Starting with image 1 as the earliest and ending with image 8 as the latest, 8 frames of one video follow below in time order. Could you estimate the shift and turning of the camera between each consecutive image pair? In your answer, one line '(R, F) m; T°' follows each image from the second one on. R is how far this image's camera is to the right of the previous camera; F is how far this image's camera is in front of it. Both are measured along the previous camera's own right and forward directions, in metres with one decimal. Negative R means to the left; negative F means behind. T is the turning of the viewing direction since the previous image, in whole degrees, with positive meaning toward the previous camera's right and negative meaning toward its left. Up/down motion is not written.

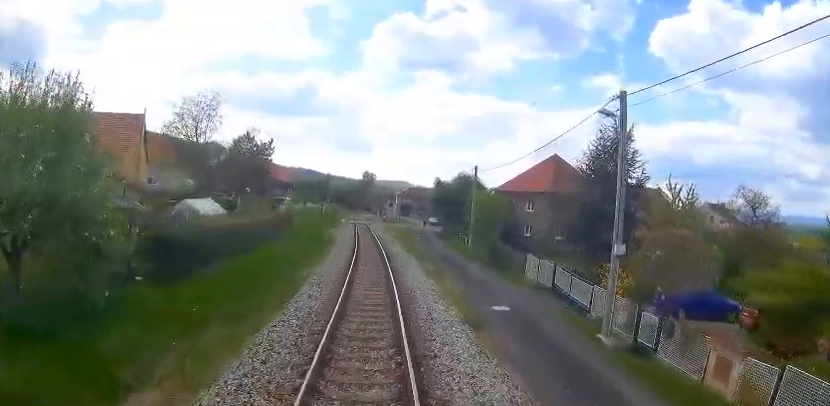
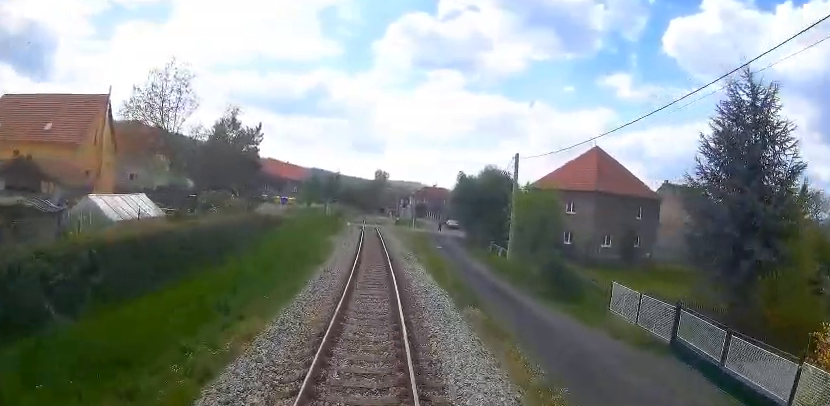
(-0.1, +8.7) m; -3°
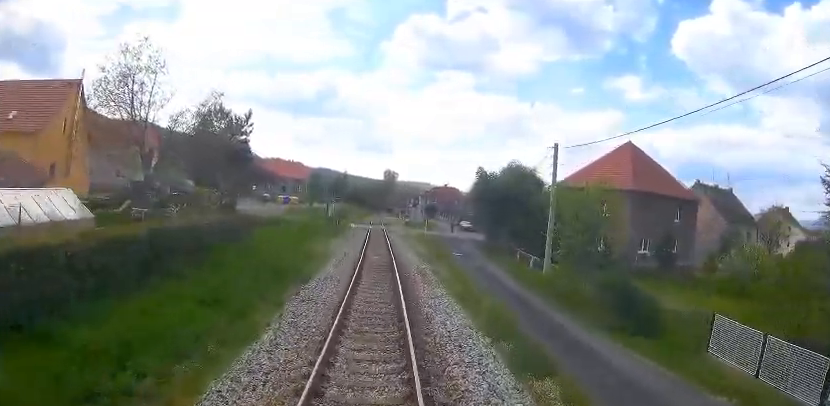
(-0.2, +5.4) m; -1°
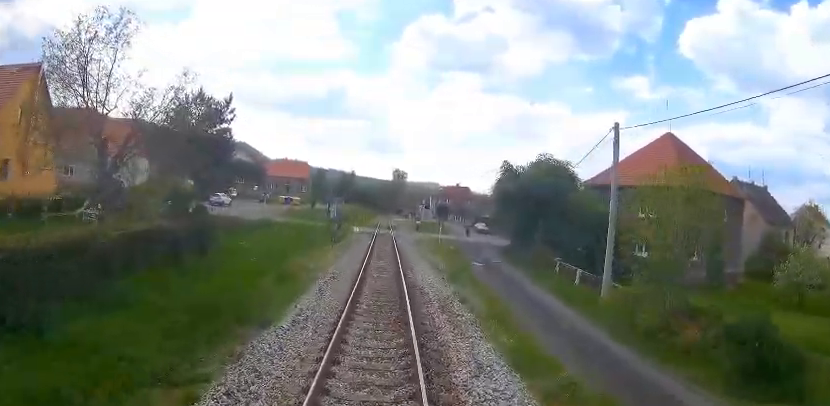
(+0.1, +5.7) m; 0°
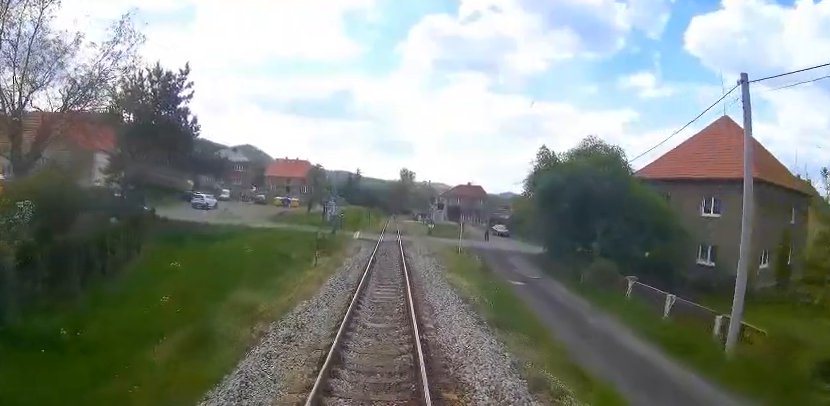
(-0.2, +7.1) m; -1°
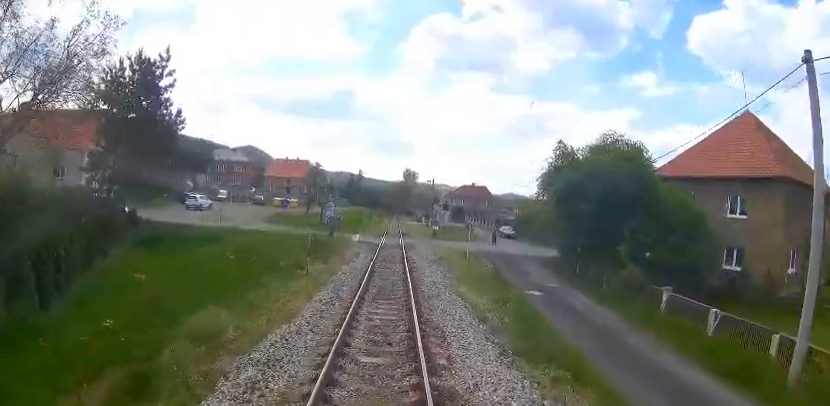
(0.0, +2.3) m; +1°
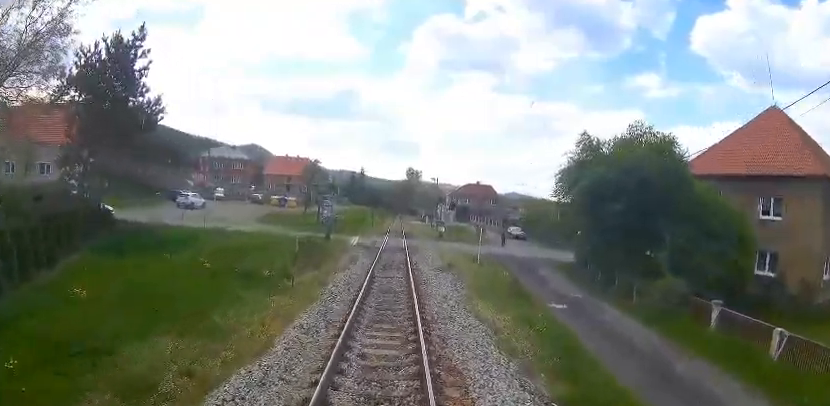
(0.0, +2.7) m; +1°
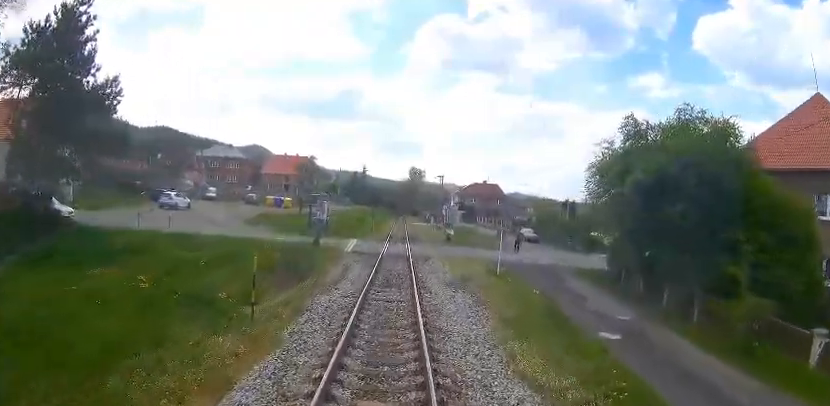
(+0.1, +3.9) m; 0°
